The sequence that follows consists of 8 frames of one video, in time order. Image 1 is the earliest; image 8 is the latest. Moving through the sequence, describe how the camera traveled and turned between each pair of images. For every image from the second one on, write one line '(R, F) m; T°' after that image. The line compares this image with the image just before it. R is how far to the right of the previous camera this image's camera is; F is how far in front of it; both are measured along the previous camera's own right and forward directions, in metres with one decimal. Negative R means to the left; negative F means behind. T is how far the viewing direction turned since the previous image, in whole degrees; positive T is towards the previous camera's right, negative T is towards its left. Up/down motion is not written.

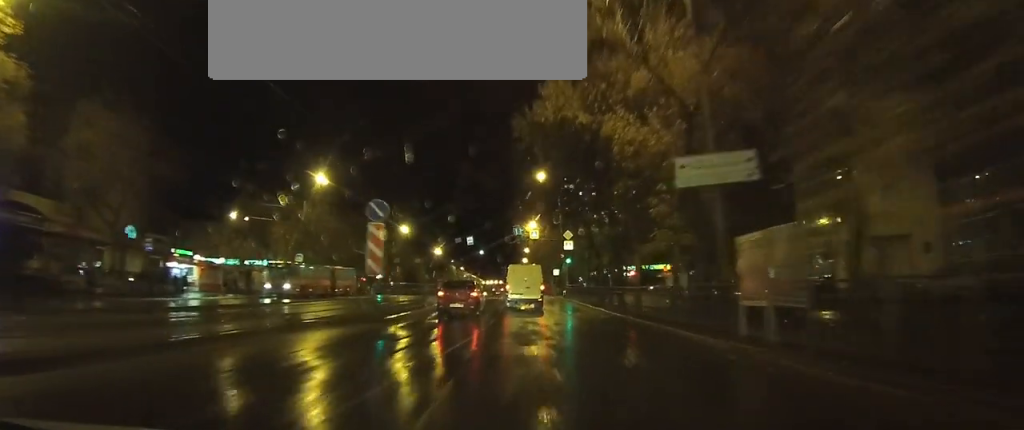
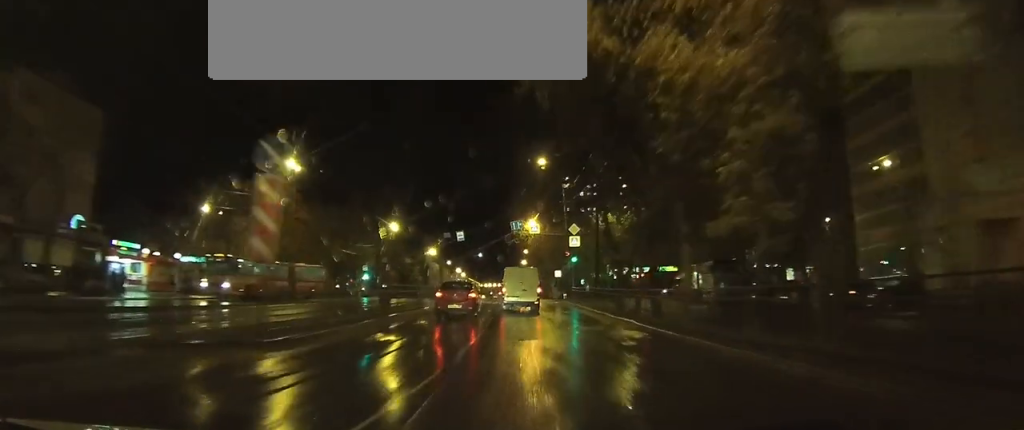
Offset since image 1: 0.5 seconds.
(+0.1, +8.1) m; 0°
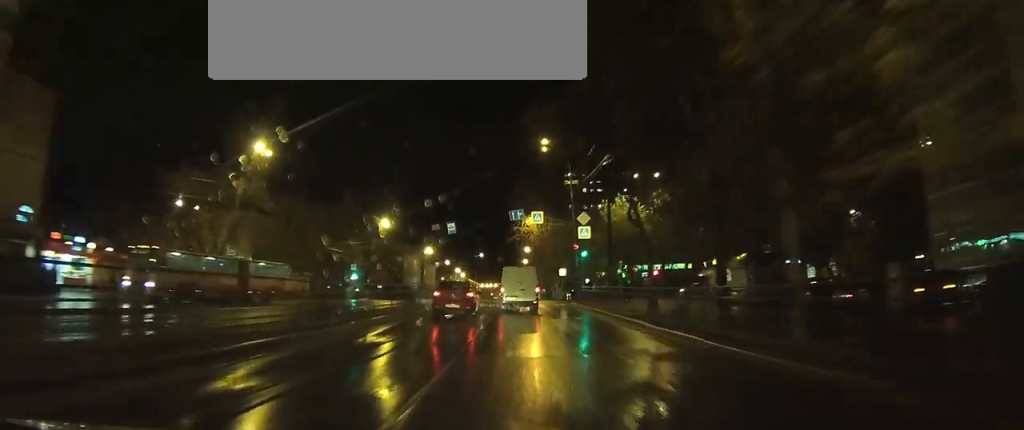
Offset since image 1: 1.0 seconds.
(-0.1, +7.0) m; 0°
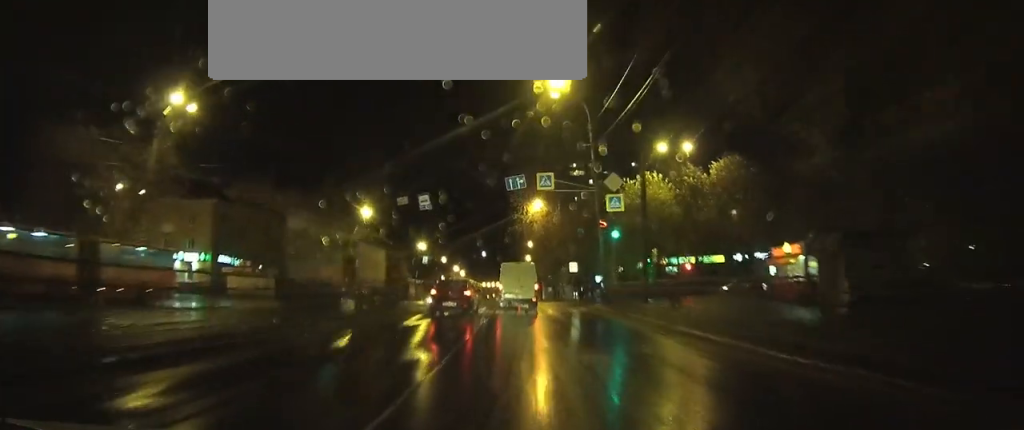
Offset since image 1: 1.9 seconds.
(0.0, +13.0) m; -1°
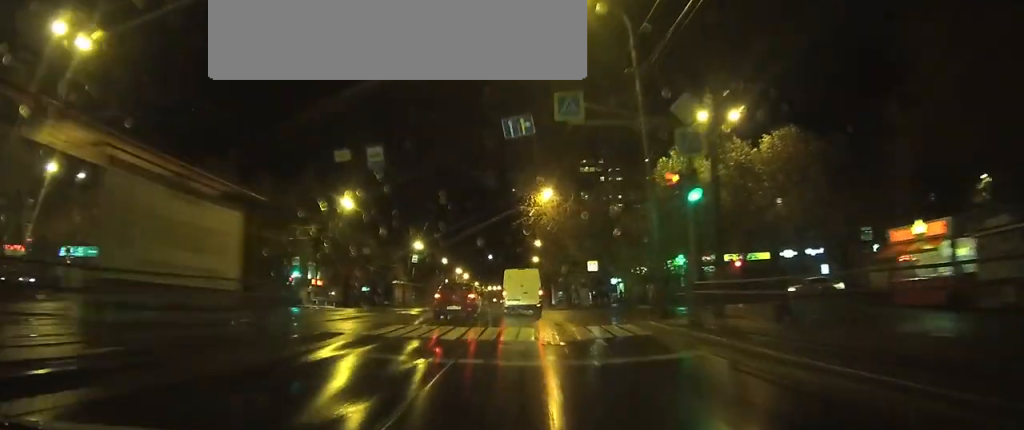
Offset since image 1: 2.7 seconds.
(0.0, +11.9) m; -1°
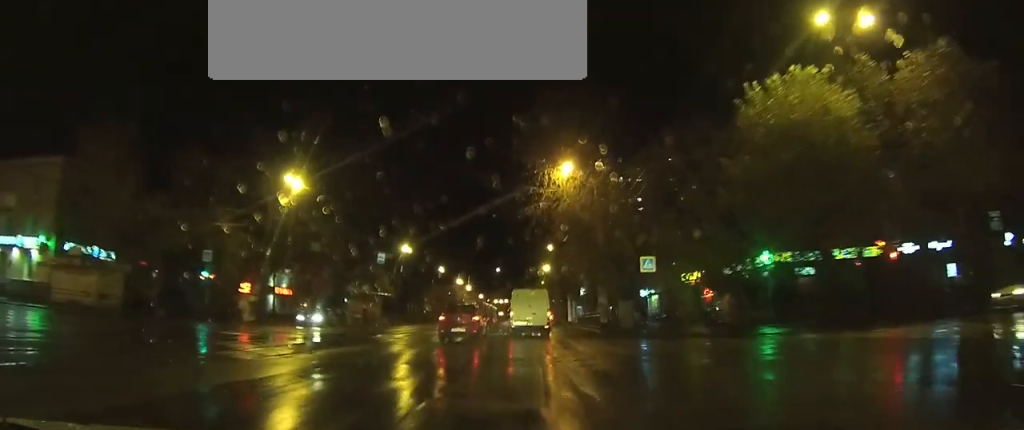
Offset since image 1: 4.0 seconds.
(-0.2, +19.7) m; 0°
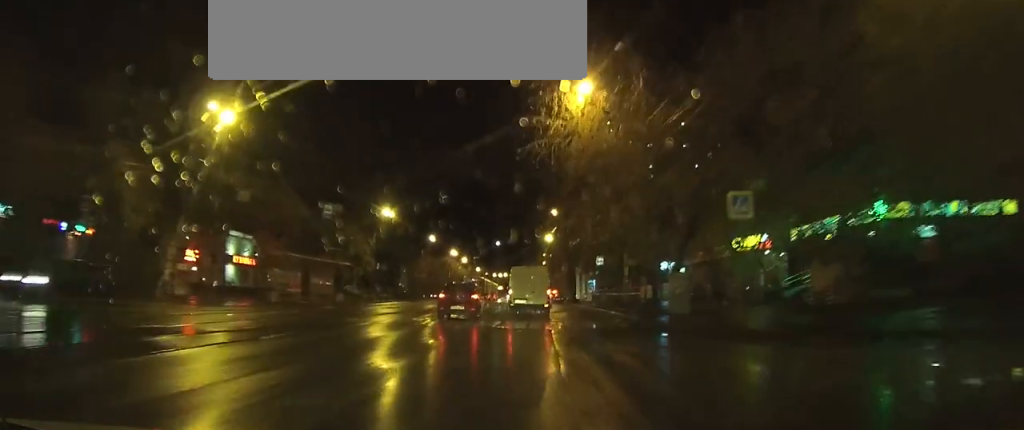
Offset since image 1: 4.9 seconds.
(+0.1, +13.7) m; +1°
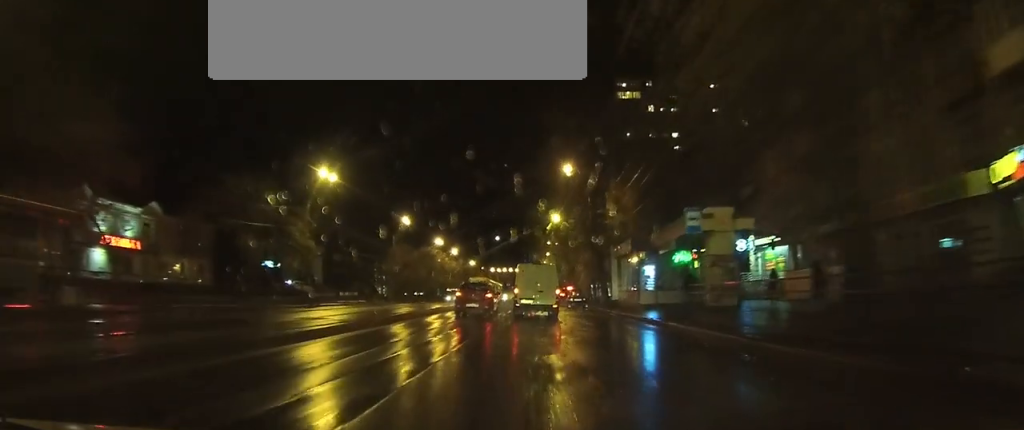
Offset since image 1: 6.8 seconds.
(+0.2, +26.8) m; +1°
